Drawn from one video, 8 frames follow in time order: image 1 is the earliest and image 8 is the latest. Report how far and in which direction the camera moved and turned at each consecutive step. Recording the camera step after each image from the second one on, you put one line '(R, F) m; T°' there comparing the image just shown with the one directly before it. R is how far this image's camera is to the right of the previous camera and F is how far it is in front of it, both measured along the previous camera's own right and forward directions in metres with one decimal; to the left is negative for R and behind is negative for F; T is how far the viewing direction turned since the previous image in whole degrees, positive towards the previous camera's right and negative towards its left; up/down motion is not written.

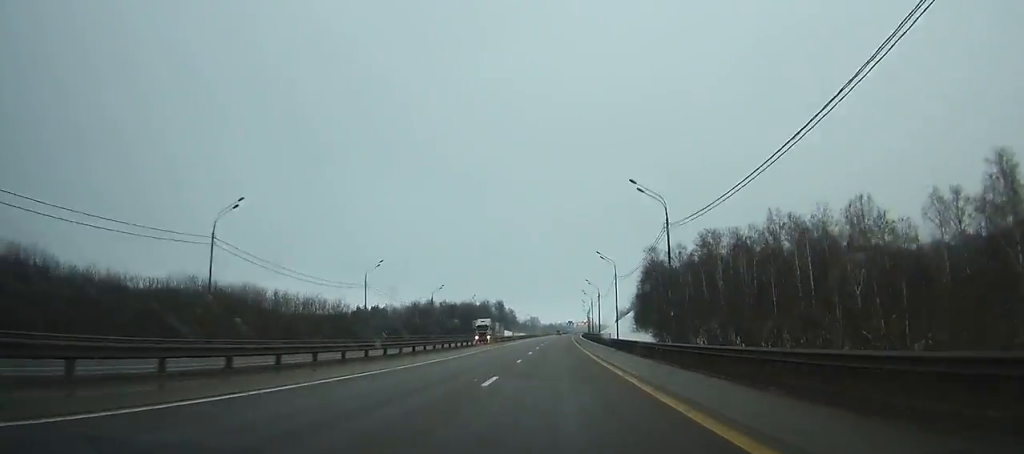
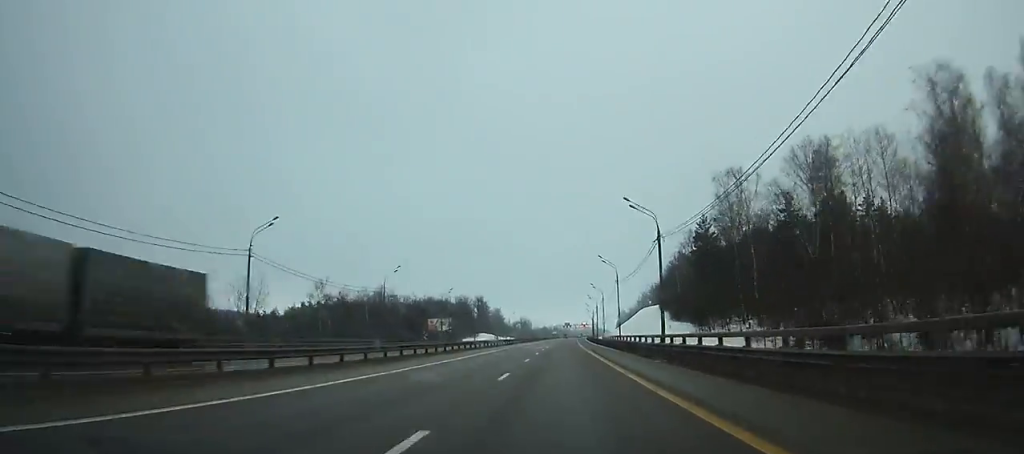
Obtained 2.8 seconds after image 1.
(+0.3, +67.1) m; +1°
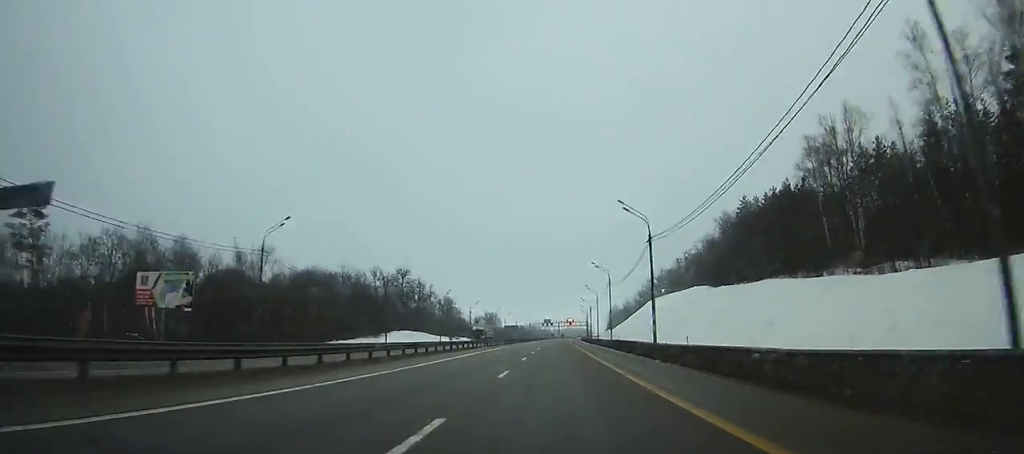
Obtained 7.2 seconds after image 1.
(+1.7, +104.5) m; +2°
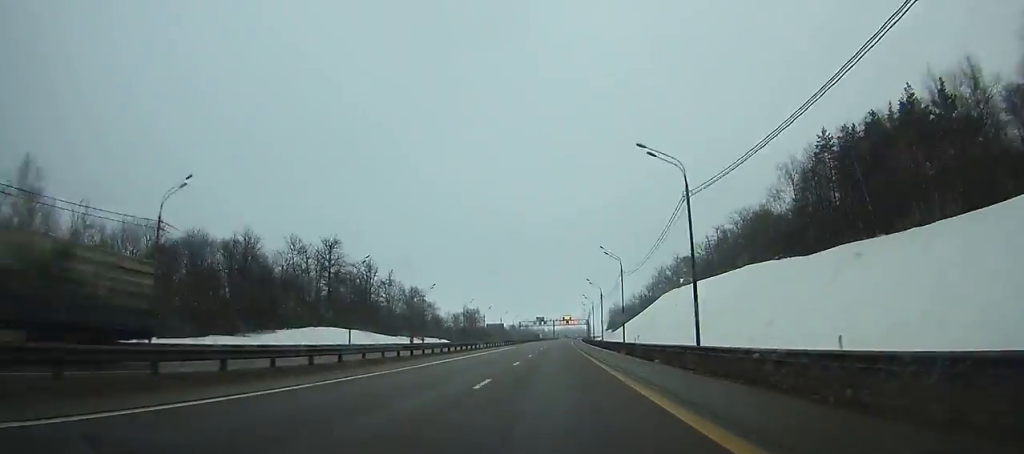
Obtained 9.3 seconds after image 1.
(+0.3, +49.8) m; +1°
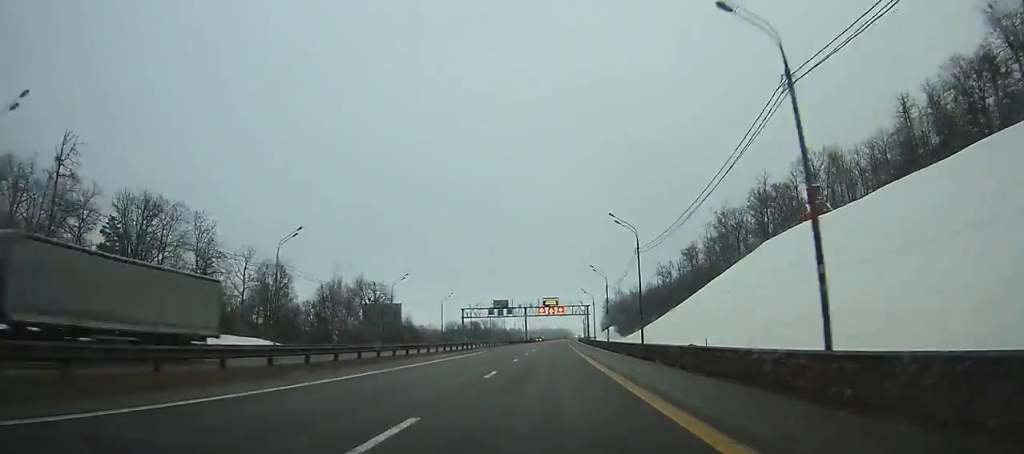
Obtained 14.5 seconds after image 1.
(+1.7, +123.4) m; +2°
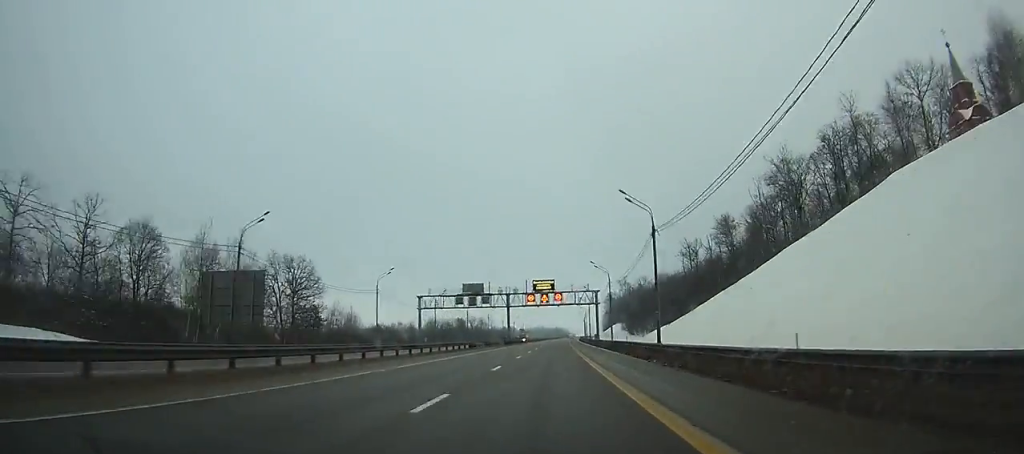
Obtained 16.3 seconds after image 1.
(+0.2, +42.9) m; +1°
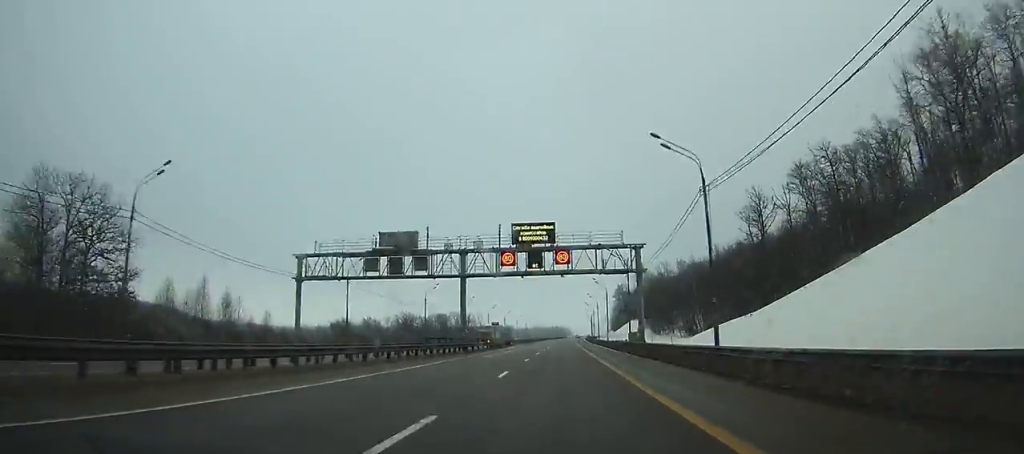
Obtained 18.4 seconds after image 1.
(+0.4, +50.7) m; +1°
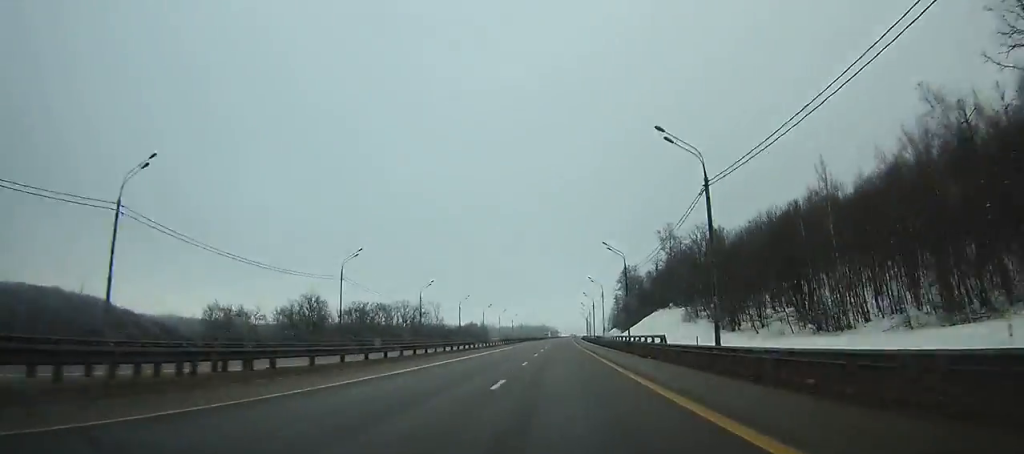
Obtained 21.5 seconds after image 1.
(+0.6, +75.6) m; +1°
